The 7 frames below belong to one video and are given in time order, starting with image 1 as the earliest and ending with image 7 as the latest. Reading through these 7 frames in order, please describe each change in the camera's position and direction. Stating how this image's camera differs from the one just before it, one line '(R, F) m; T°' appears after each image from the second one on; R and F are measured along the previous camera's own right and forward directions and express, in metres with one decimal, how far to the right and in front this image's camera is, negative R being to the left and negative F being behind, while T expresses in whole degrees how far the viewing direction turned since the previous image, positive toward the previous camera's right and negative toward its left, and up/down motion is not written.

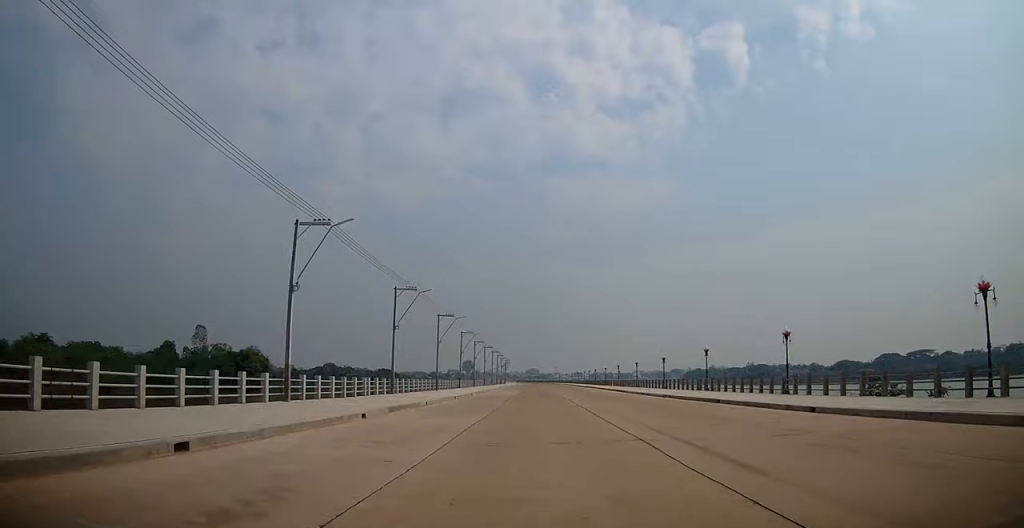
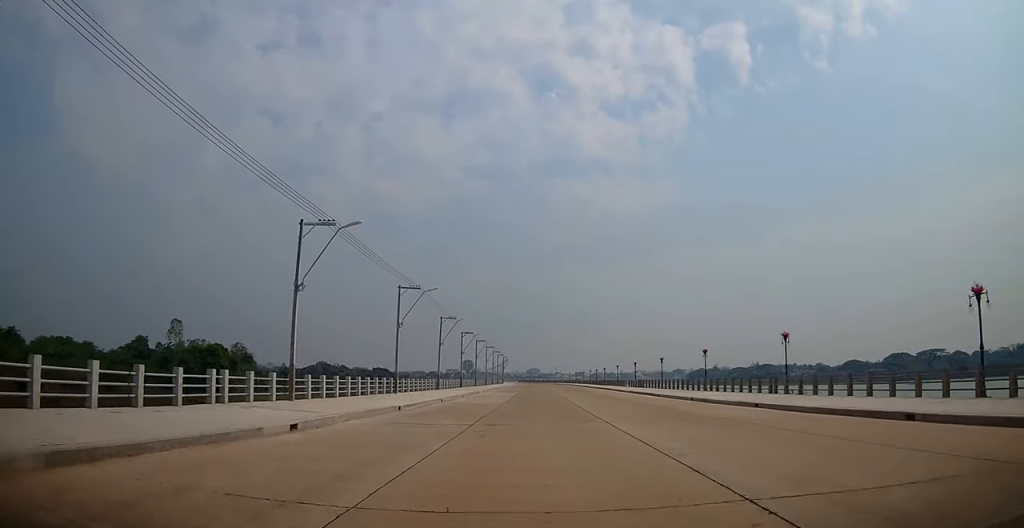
(0.0, +15.4) m; +1°
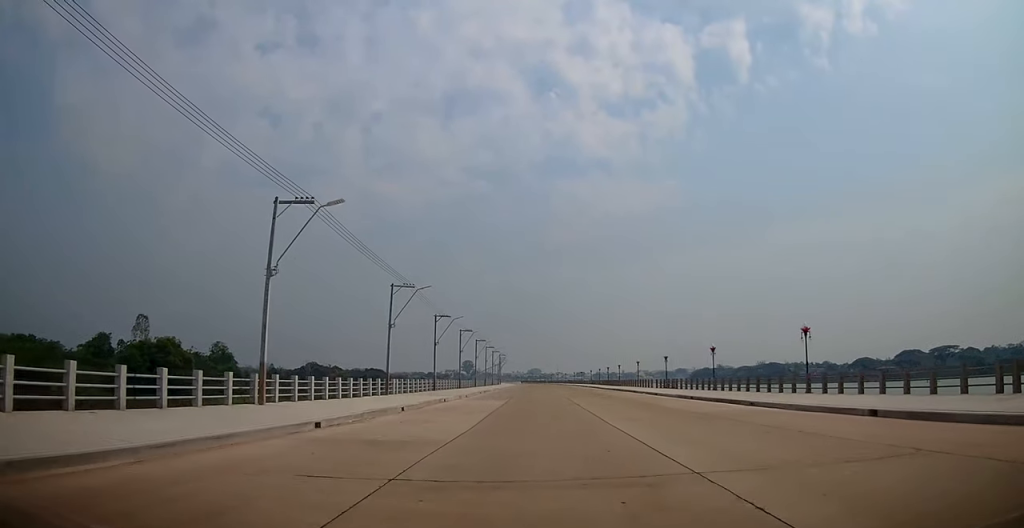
(+0.6, +18.5) m; +1°
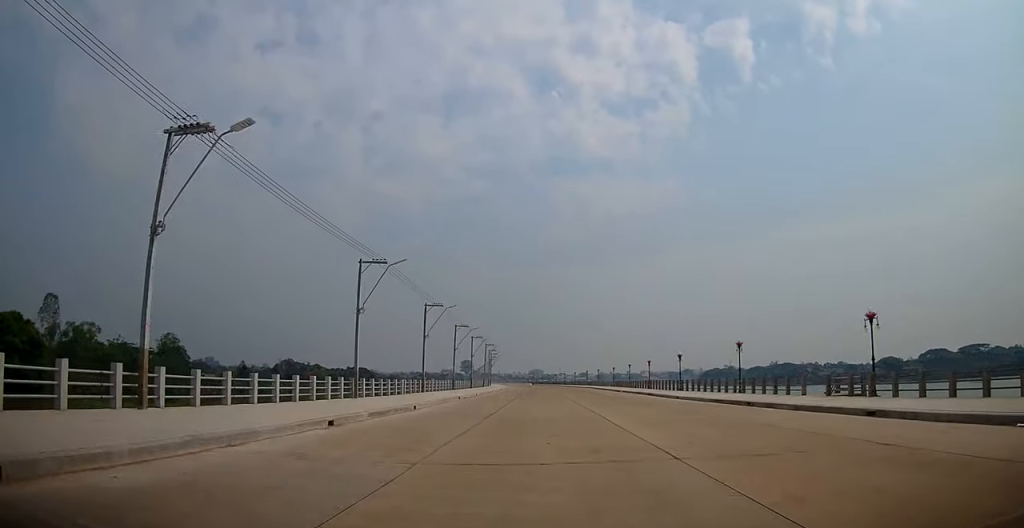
(0.0, +38.7) m; 0°
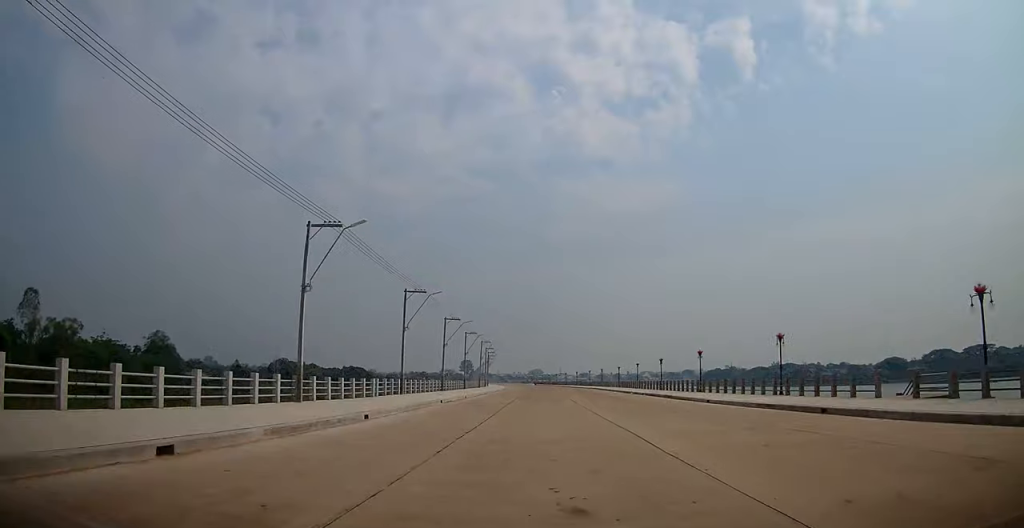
(-0.4, +6.8) m; 0°
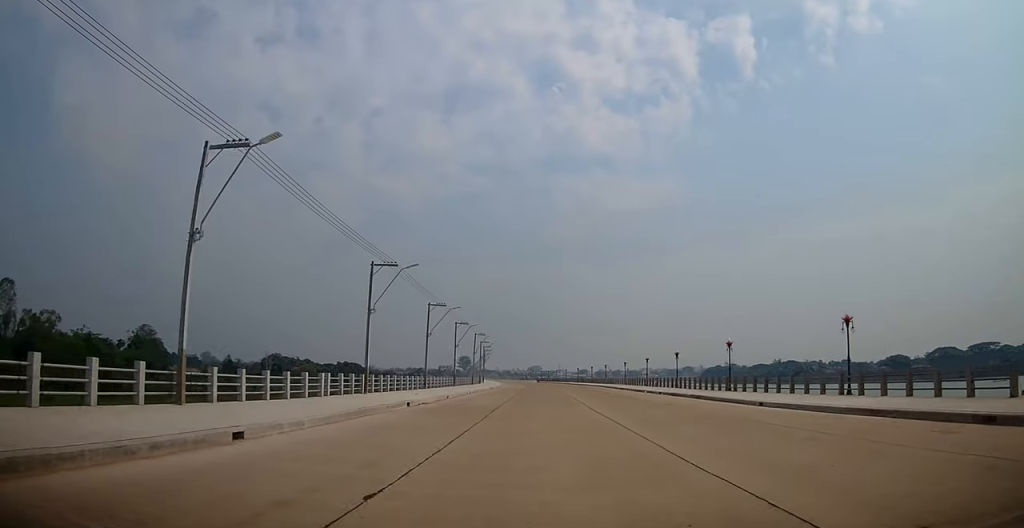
(-0.1, +7.7) m; 0°
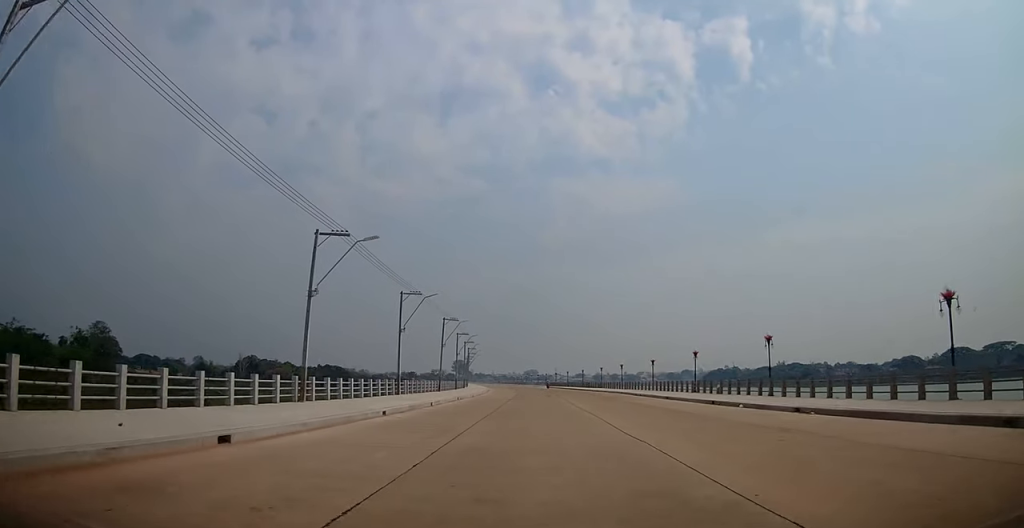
(+0.1, +23.5) m; 0°
